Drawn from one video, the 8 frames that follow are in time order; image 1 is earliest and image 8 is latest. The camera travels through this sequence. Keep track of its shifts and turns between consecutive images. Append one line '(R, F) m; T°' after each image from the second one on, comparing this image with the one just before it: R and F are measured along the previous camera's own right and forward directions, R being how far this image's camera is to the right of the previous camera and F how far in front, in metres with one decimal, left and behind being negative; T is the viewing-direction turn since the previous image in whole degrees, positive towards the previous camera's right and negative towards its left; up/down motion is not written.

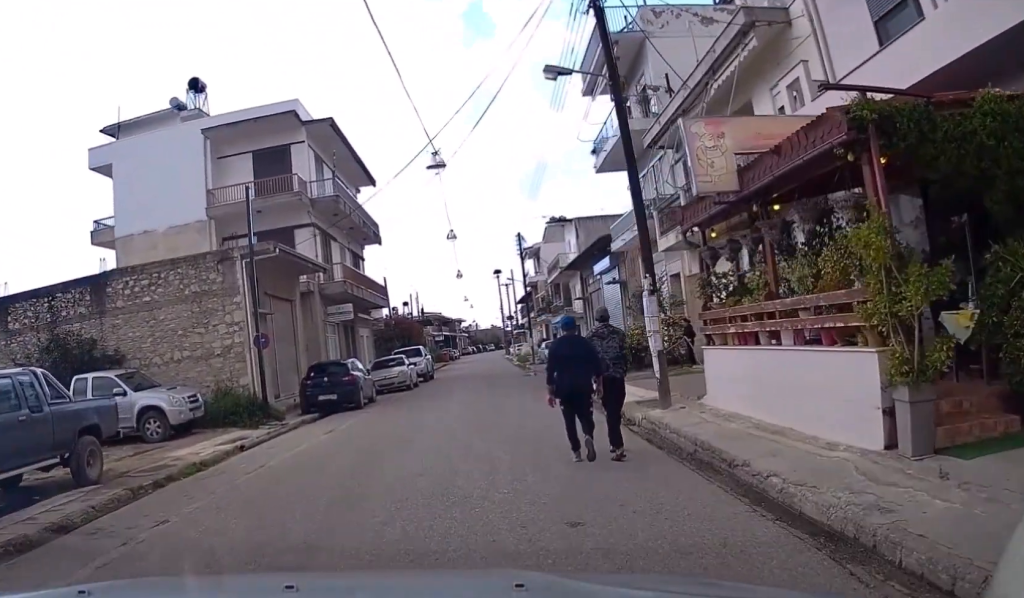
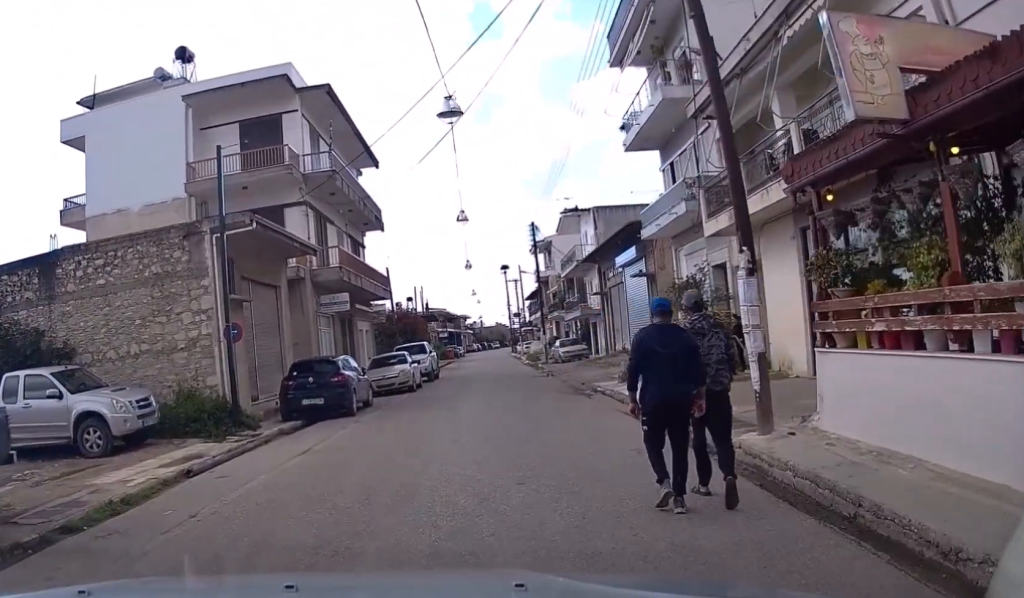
(-0.1, +3.4) m; 0°
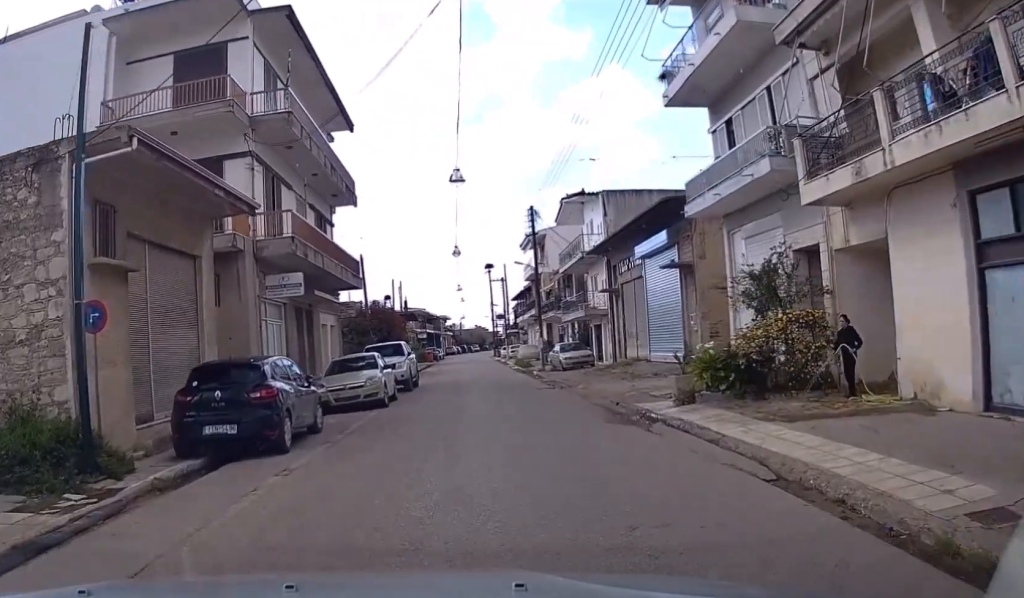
(+0.1, +6.2) m; +2°
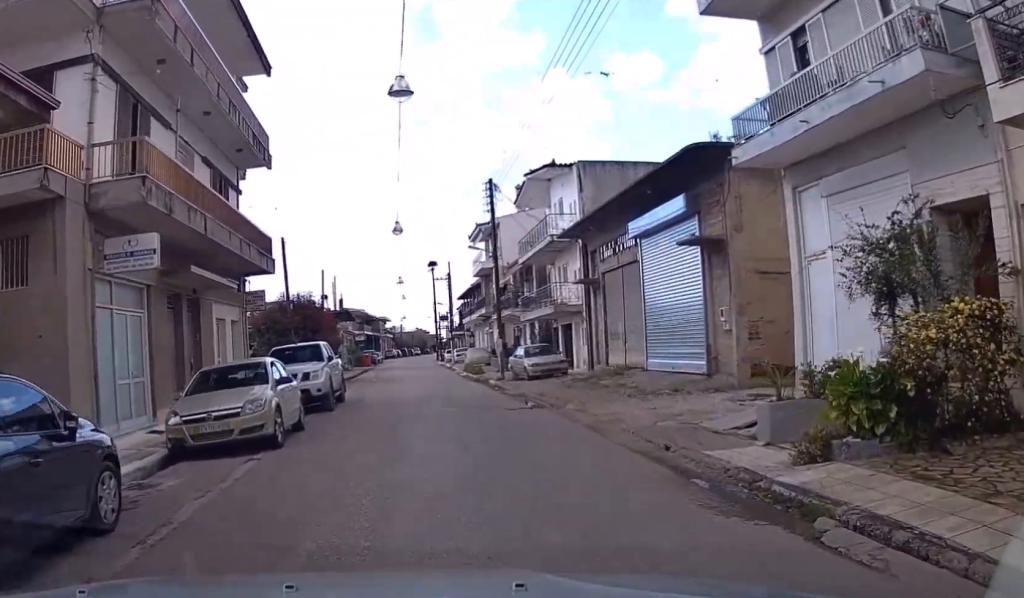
(+0.1, +6.9) m; +3°
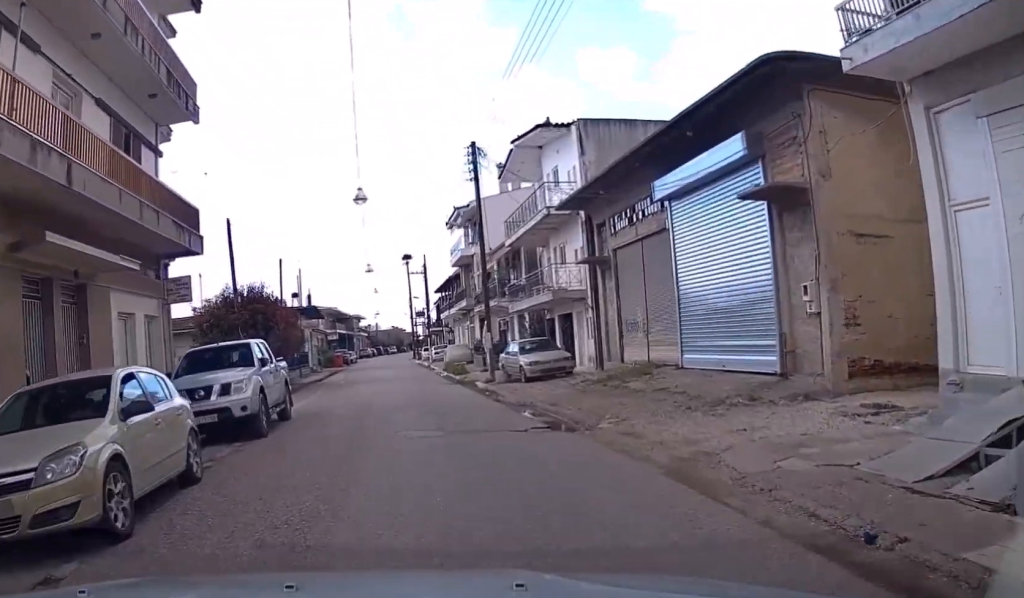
(+0.1, +5.1) m; +1°
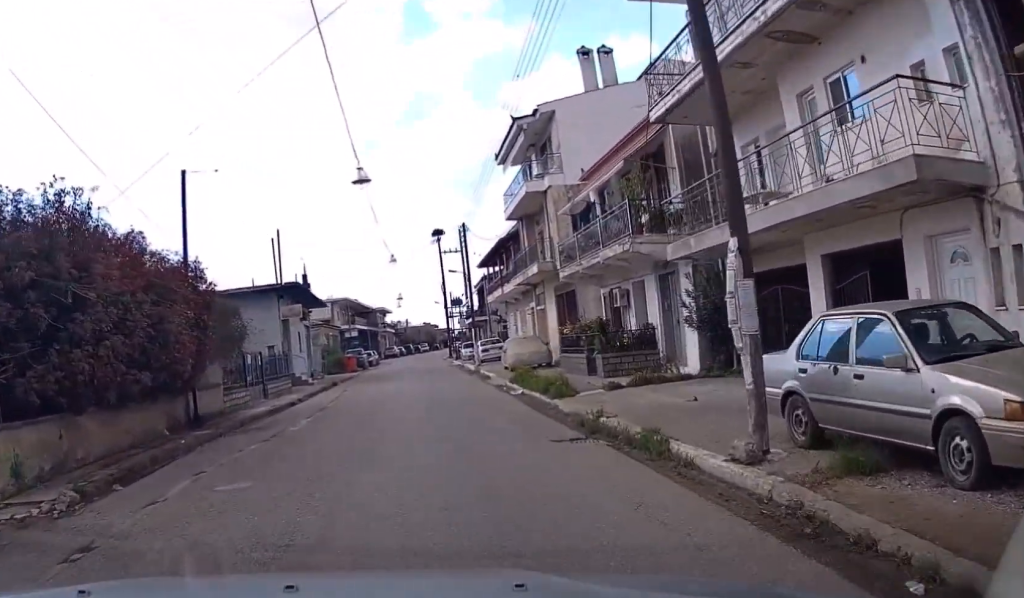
(+0.1, +18.7) m; 0°
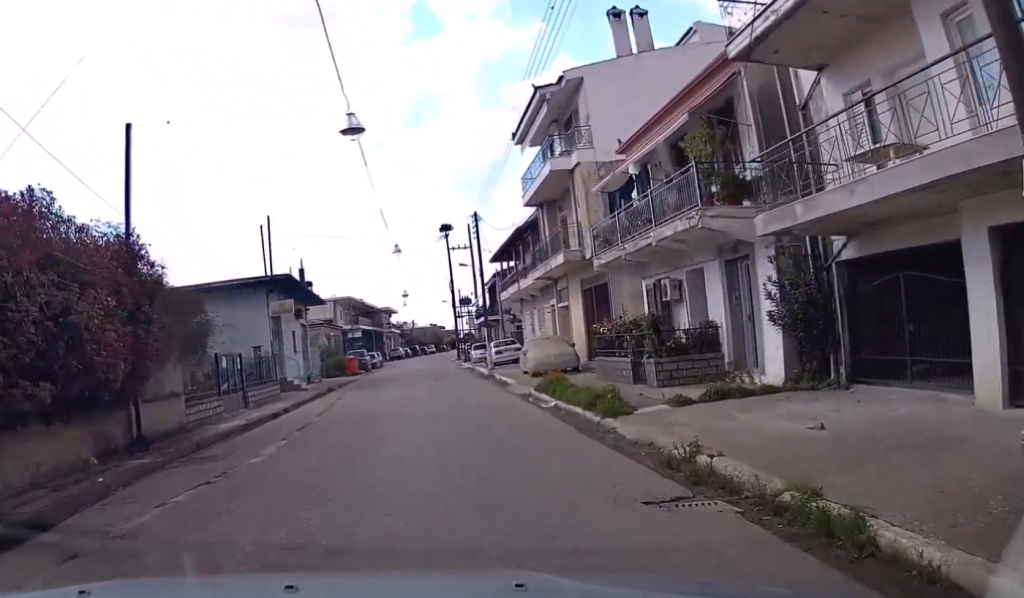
(0.0, +4.1) m; -1°
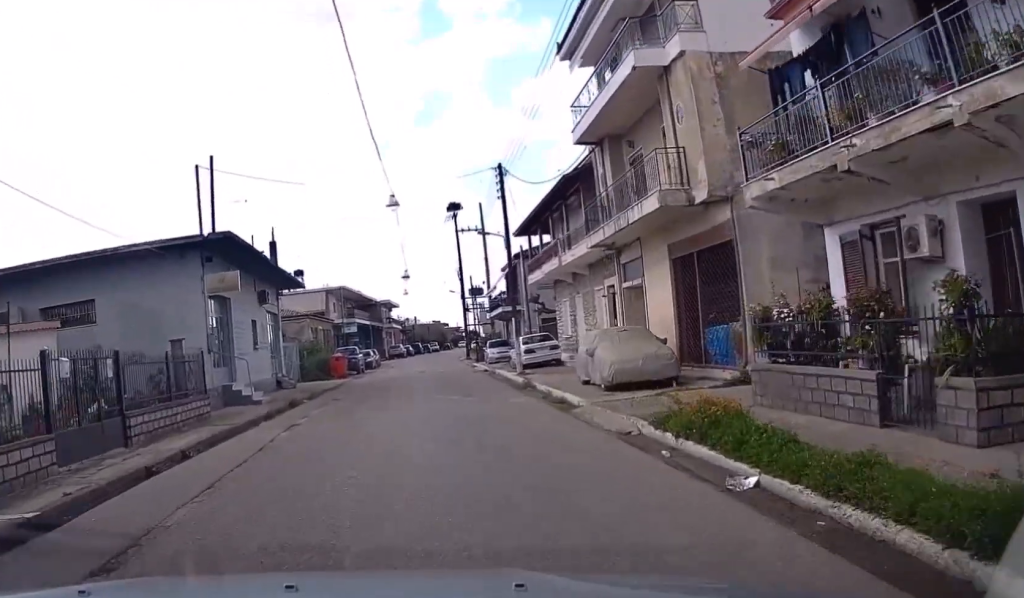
(-0.2, +10.3) m; 0°
